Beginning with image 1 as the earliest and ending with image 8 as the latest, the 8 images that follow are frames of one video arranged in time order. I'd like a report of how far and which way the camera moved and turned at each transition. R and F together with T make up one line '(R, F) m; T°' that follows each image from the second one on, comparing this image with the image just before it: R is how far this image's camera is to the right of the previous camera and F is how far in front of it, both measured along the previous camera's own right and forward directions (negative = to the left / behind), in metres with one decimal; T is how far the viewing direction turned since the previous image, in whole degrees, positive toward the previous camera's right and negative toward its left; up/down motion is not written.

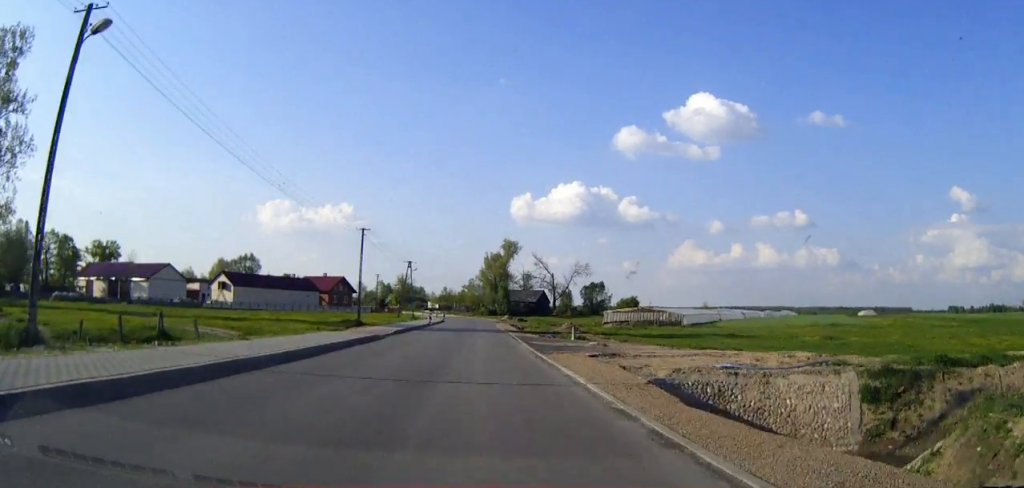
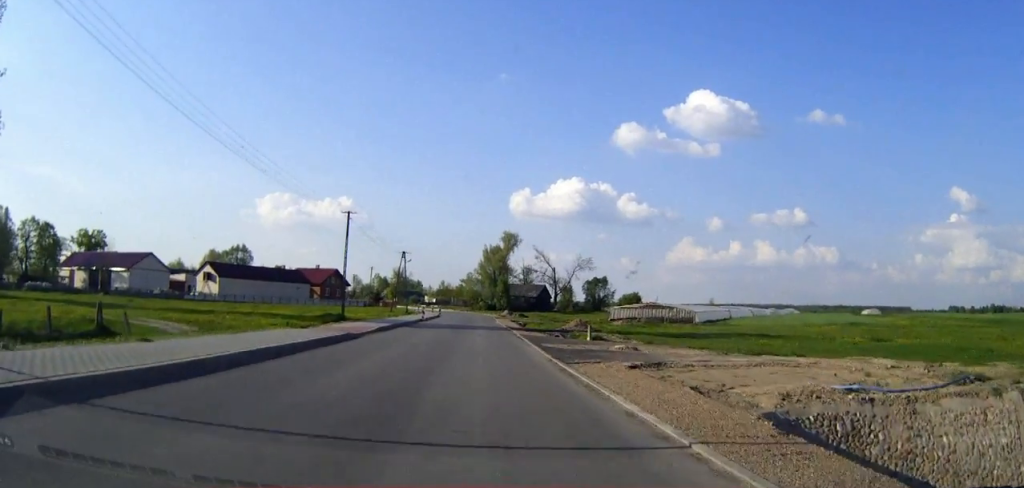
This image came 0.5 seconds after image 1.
(0.0, +6.8) m; 0°
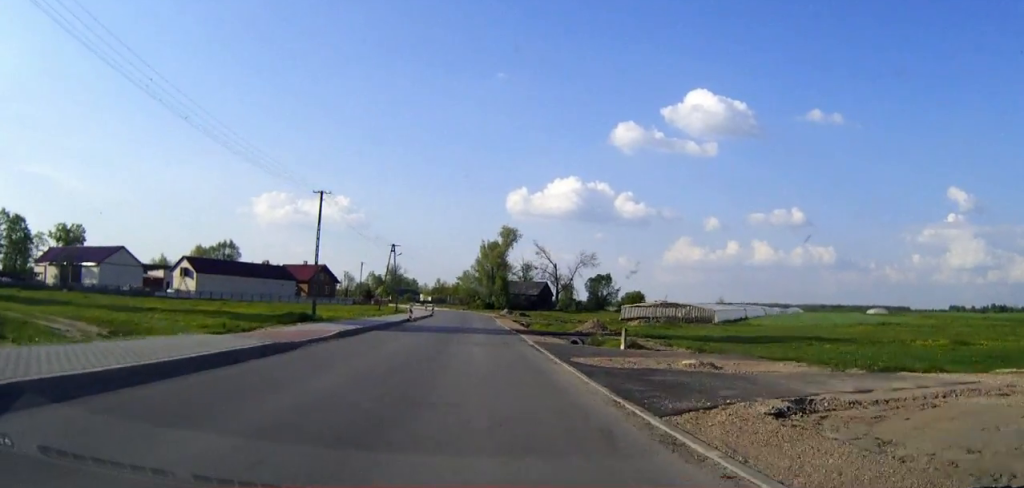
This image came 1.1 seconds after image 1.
(0.0, +9.3) m; 0°
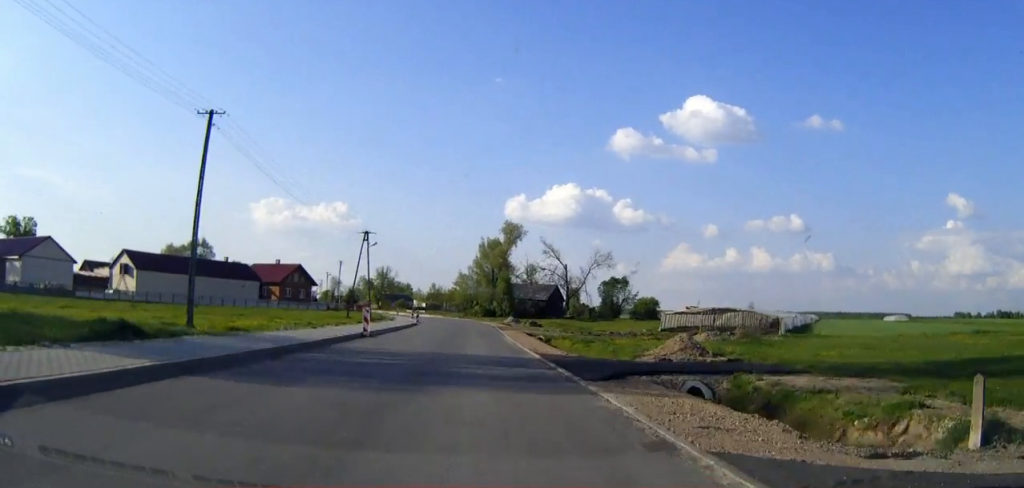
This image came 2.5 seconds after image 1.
(+0.1, +20.9) m; 0°
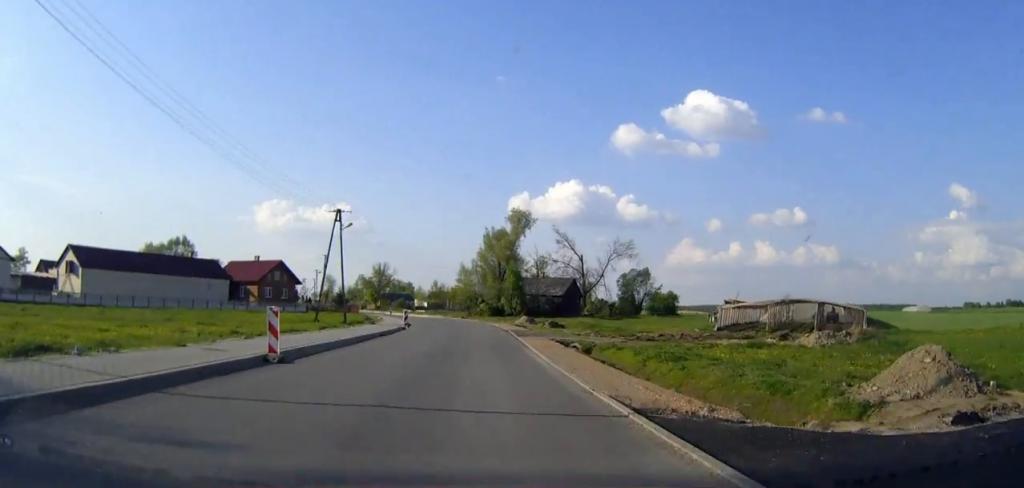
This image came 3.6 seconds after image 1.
(0.0, +15.5) m; 0°
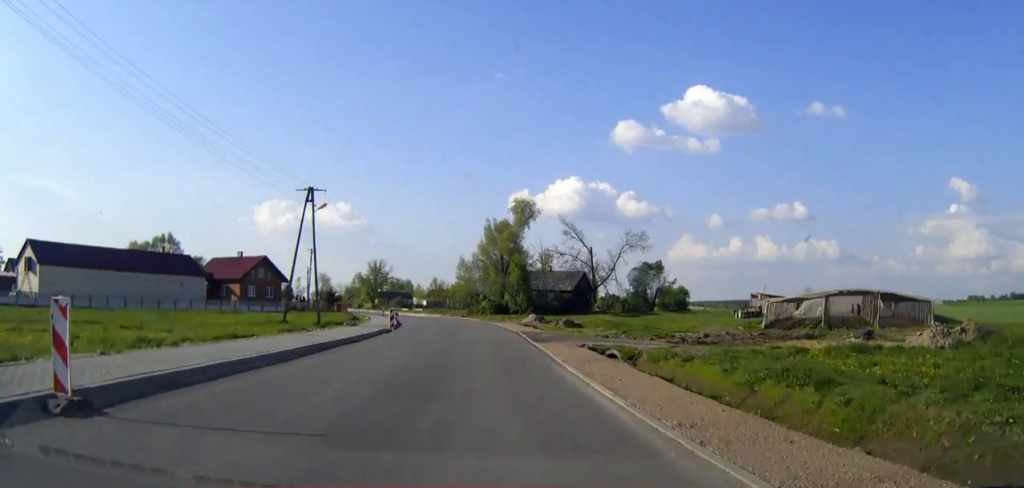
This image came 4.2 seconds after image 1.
(0.0, +9.3) m; 0°
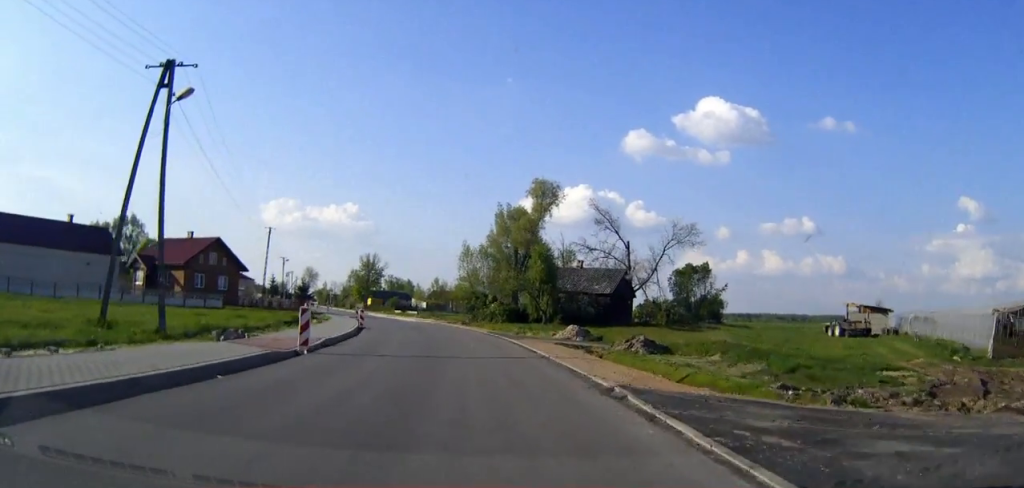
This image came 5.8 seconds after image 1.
(0.0, +23.2) m; 0°
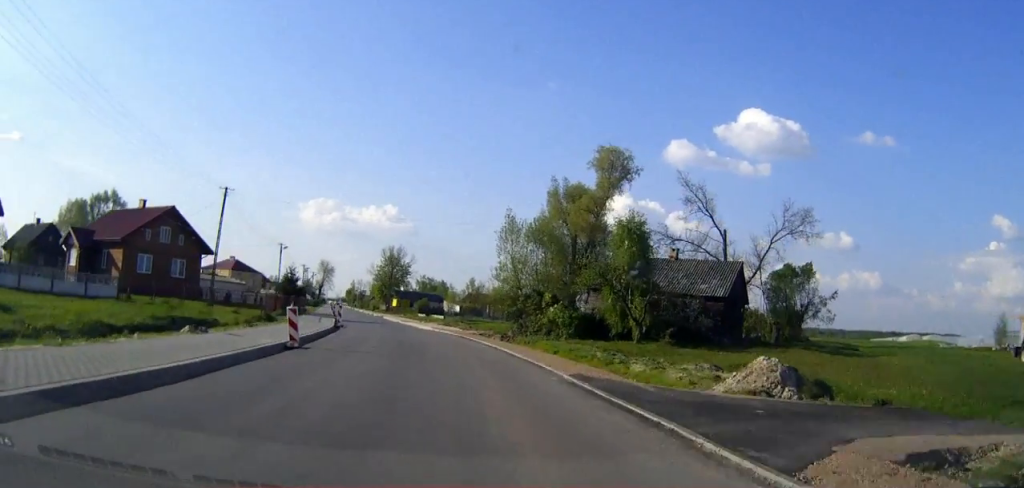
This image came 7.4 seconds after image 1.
(-0.4, +23.5) m; -3°
